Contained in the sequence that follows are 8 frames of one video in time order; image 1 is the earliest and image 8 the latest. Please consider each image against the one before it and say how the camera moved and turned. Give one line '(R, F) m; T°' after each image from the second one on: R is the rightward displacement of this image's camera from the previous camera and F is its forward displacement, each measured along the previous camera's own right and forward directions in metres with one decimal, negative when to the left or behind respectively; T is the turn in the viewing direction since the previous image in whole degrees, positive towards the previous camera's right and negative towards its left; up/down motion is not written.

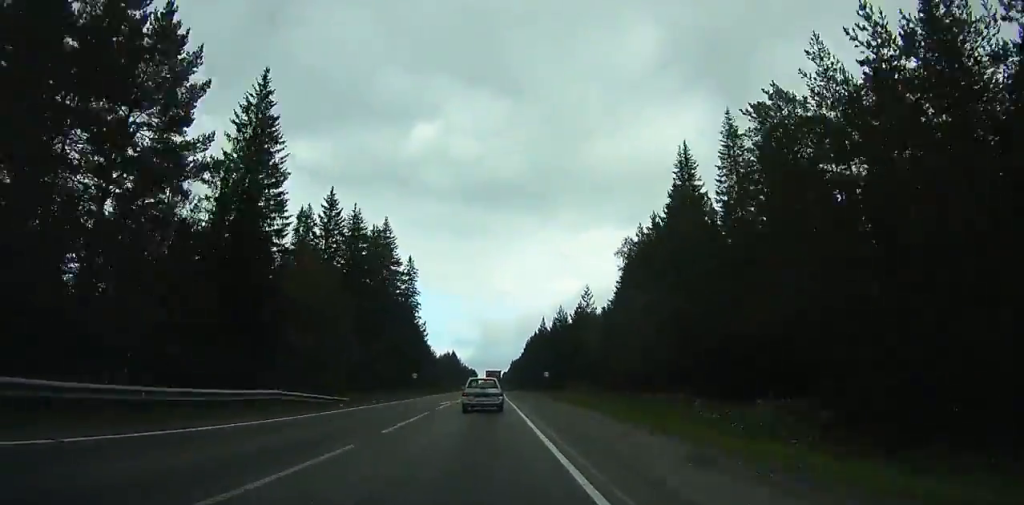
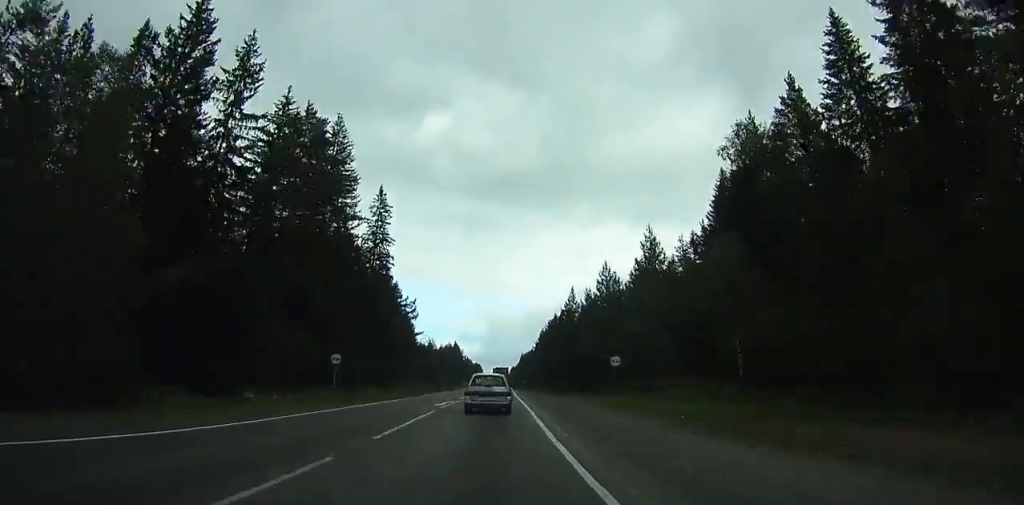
(+0.1, +39.8) m; 0°
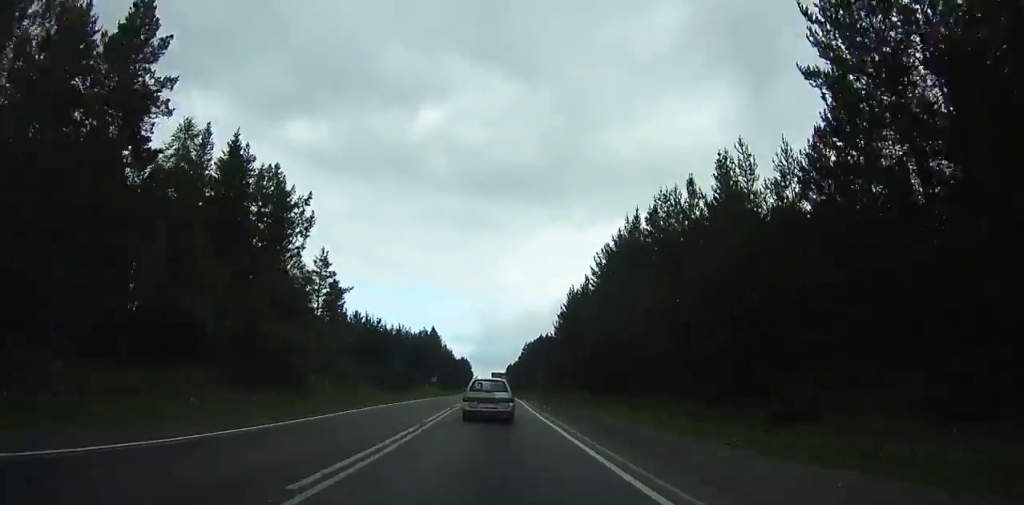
(-0.4, +80.8) m; 0°
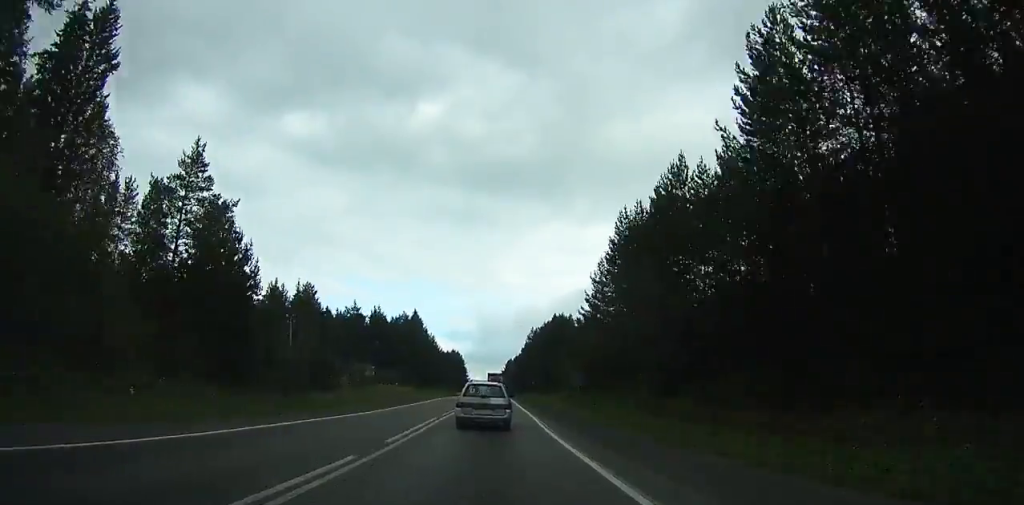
(+0.3, +40.5) m; 0°
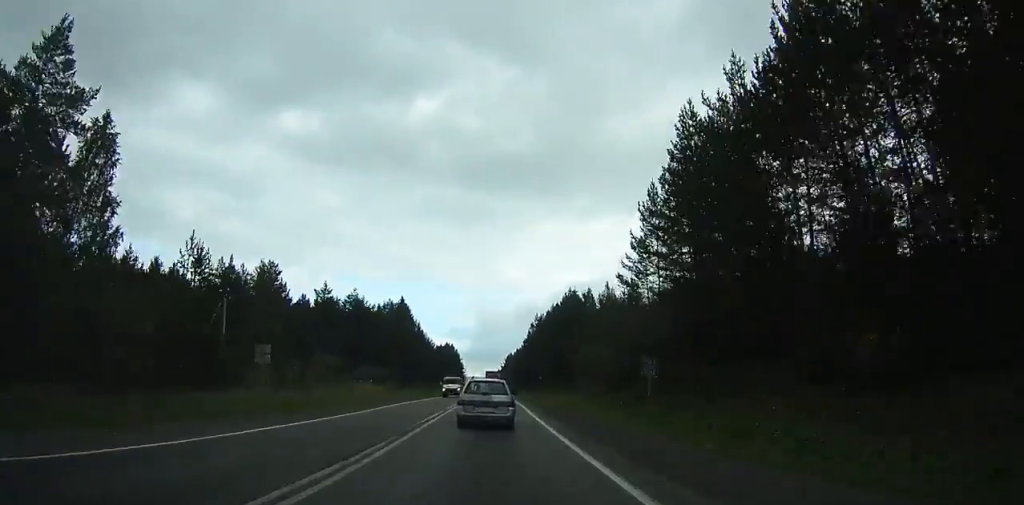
(0.0, +19.6) m; 0°
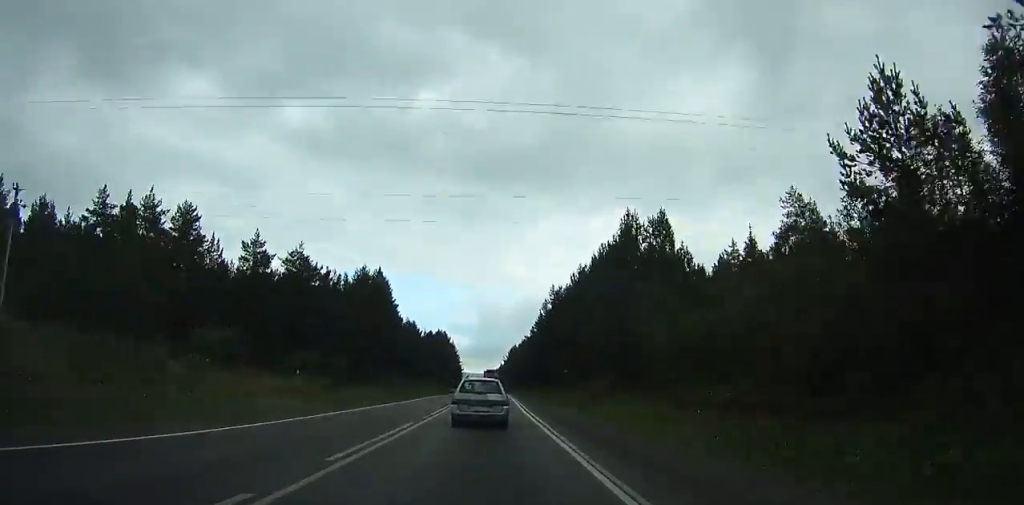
(-0.2, +31.5) m; 0°
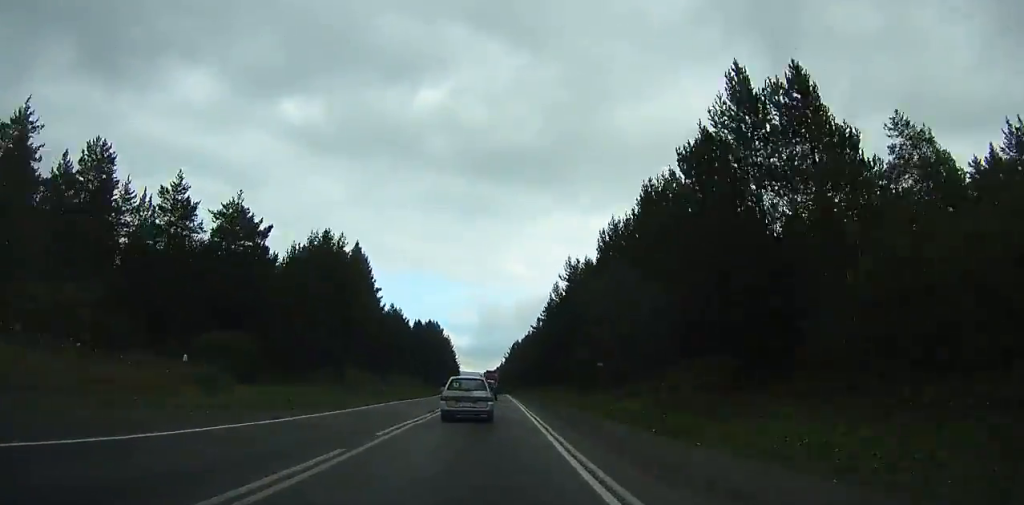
(0.0, +19.9) m; 0°
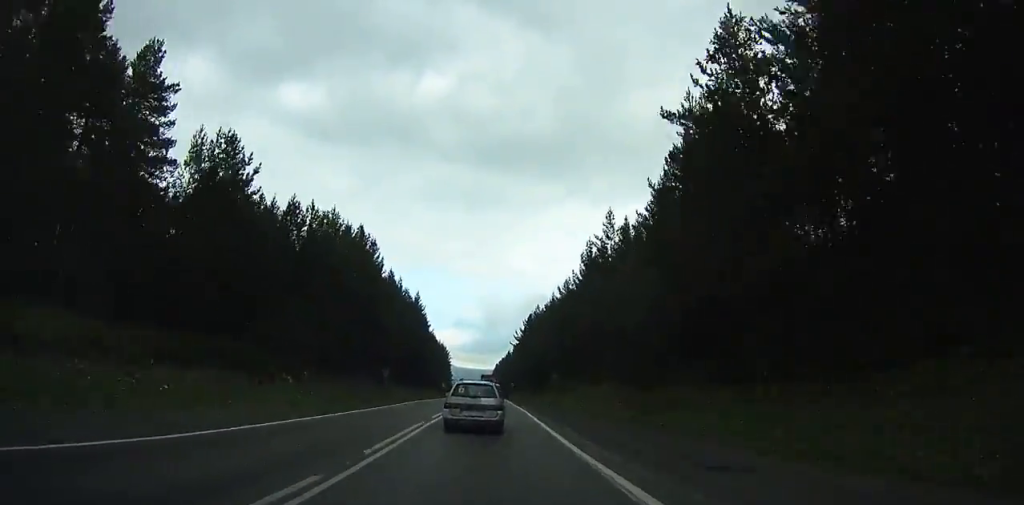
(-0.1, +72.1) m; +1°
